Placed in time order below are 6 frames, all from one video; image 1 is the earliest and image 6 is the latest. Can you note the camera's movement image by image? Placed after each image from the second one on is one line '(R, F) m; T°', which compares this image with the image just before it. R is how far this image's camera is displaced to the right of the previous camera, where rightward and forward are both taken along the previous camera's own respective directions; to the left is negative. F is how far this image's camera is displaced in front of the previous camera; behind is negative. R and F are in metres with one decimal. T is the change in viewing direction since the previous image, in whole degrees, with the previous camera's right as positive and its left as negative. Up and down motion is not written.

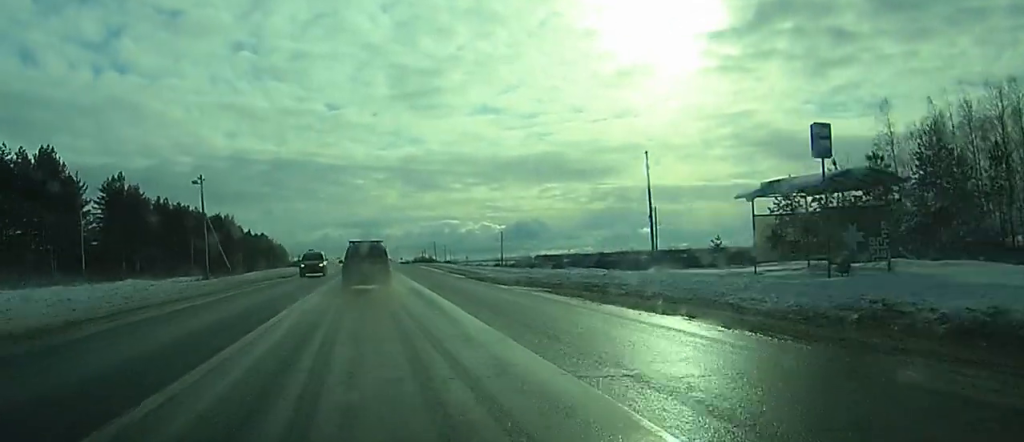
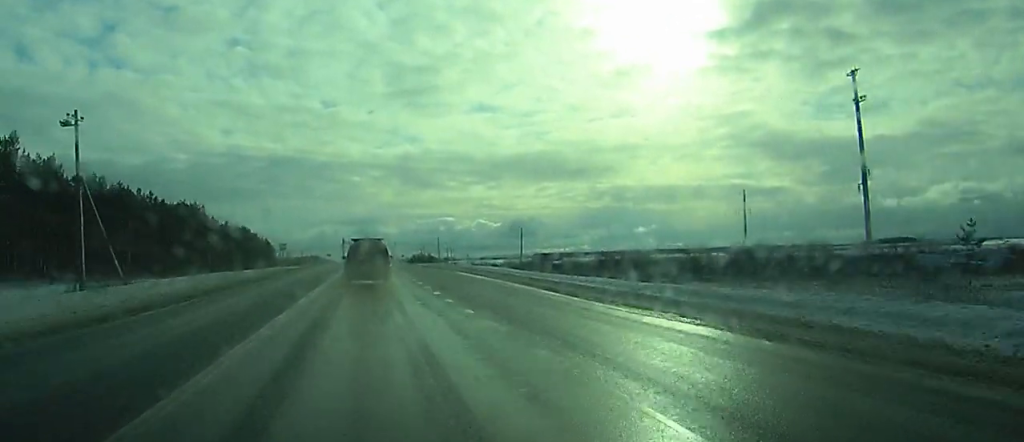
(-0.5, +45.9) m; -1°
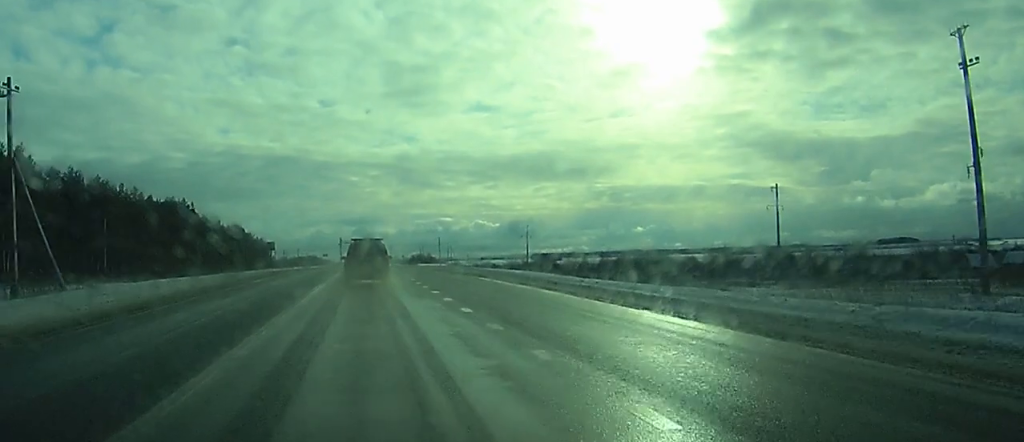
(0.0, +11.6) m; 0°
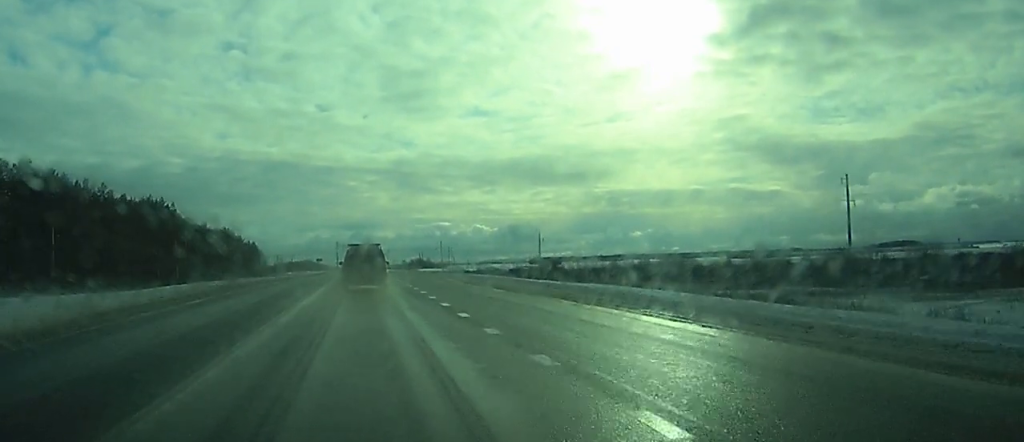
(0.0, +19.7) m; 0°
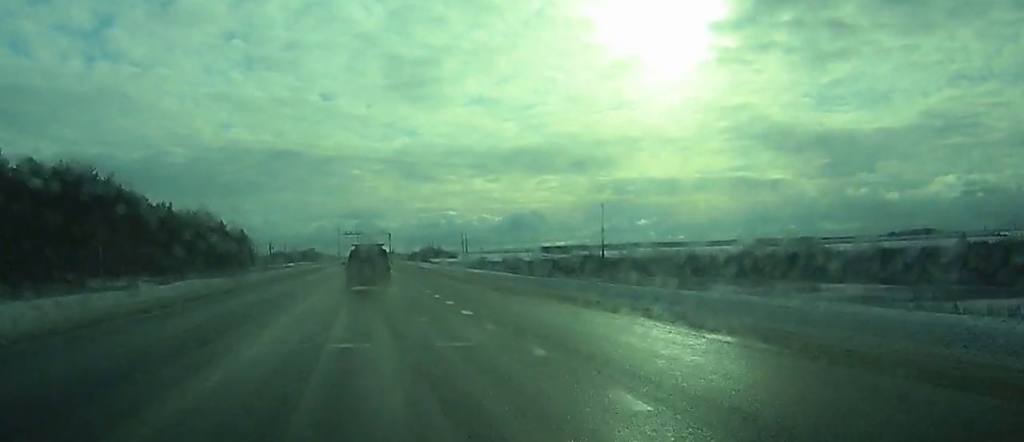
(+0.4, +53.1) m; +1°
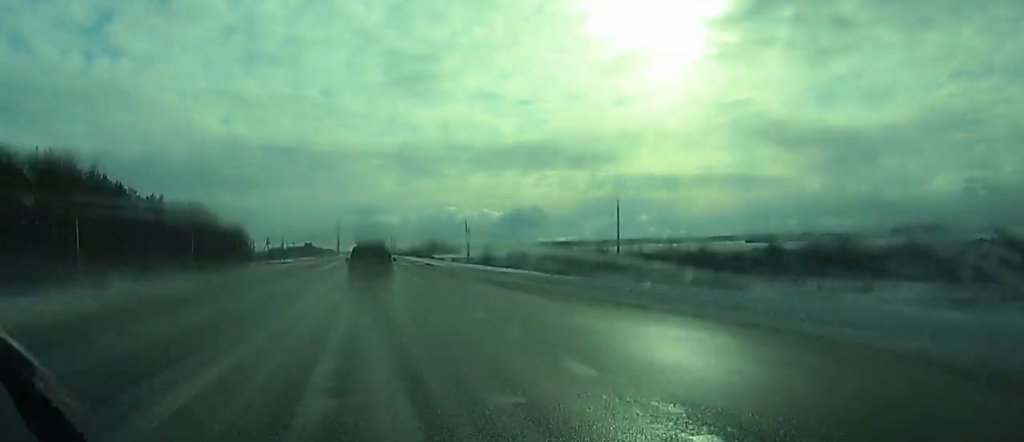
(0.0, +10.0) m; 0°
